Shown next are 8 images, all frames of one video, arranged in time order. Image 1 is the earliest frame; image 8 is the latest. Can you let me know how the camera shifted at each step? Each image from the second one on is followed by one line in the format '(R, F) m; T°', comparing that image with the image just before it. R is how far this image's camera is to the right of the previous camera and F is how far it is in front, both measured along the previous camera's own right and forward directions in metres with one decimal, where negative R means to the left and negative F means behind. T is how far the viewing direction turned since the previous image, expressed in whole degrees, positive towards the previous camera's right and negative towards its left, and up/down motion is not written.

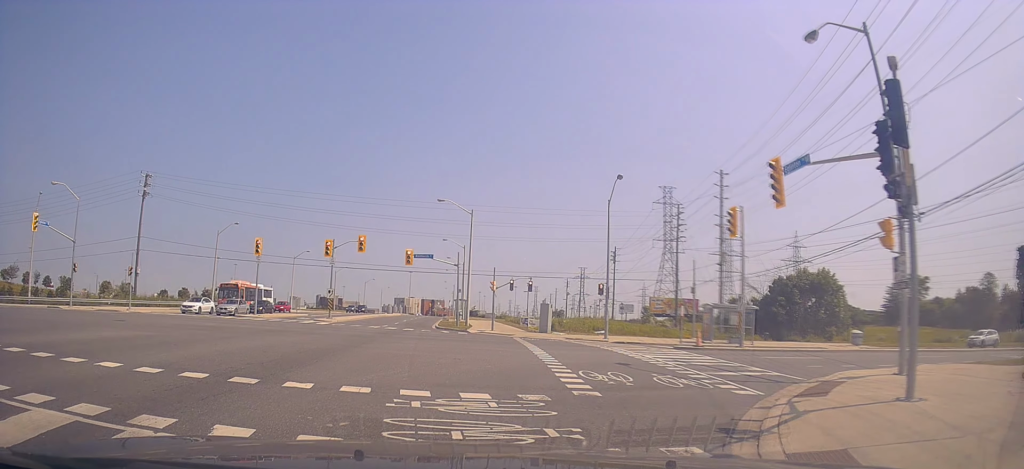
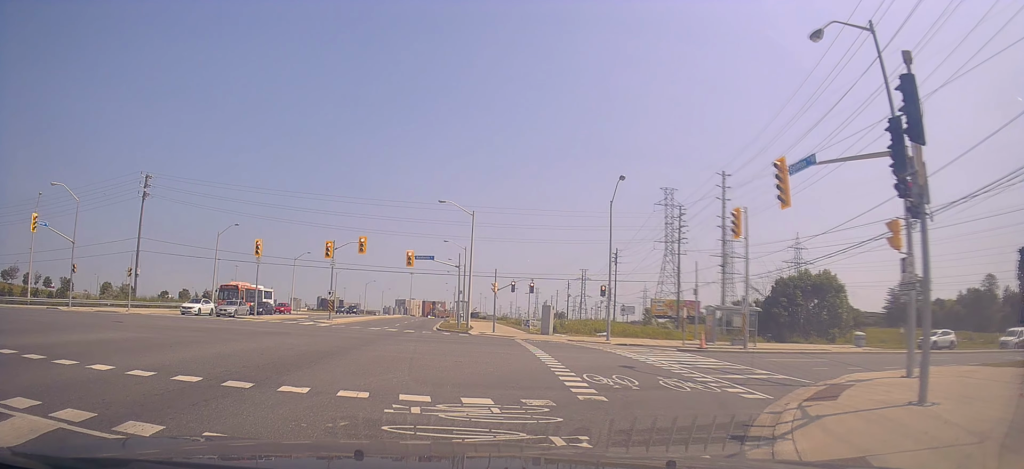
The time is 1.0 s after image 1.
(+0.1, +1.5) m; -1°
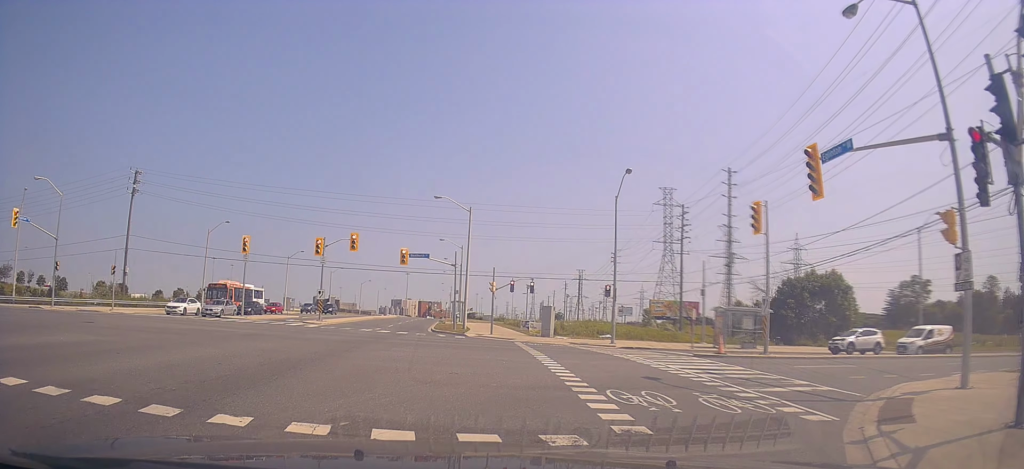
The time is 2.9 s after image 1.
(+0.3, +1.1) m; 0°
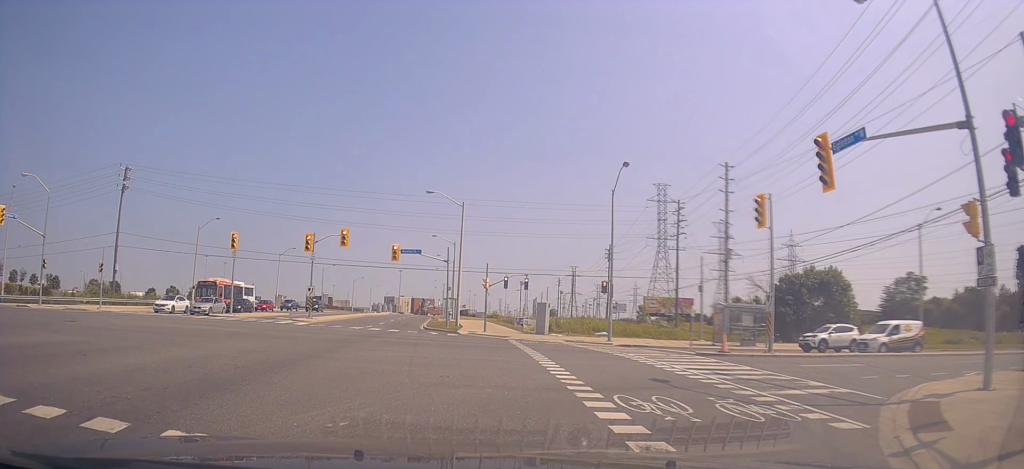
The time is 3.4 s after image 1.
(+0.1, +0.3) m; 0°
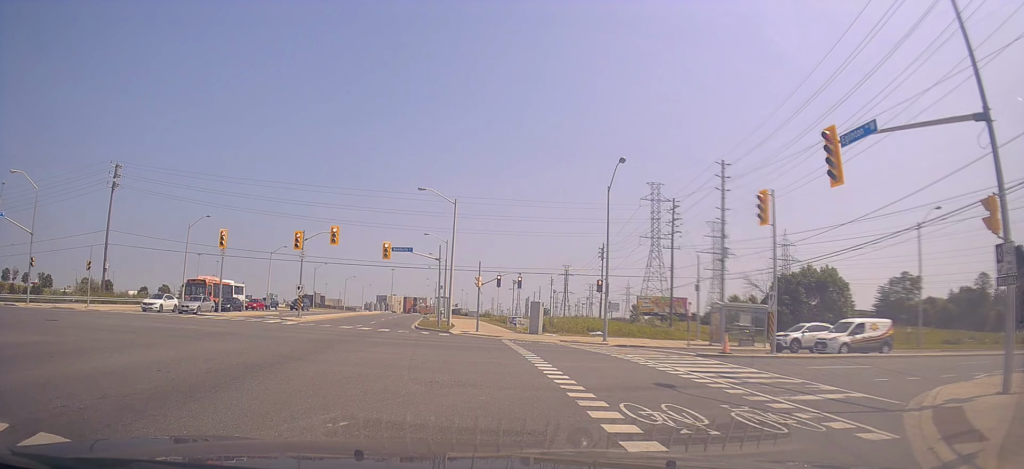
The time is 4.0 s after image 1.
(0.0, +0.3) m; 0°
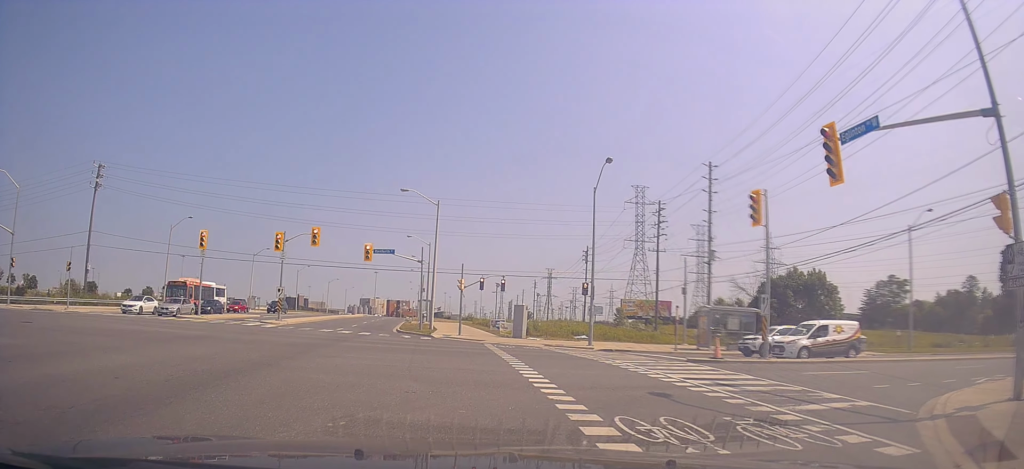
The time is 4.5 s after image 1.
(+0.1, +0.4) m; +2°
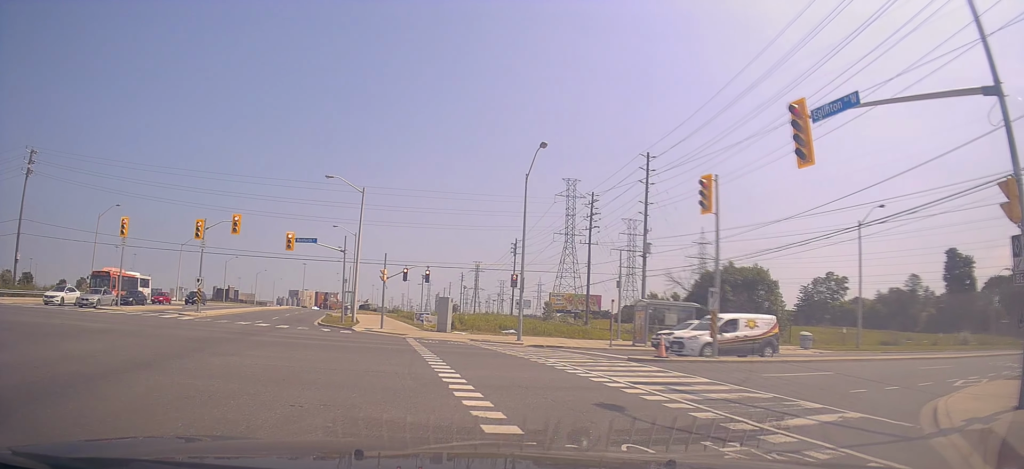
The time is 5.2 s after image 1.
(+0.2, +0.8) m; +6°
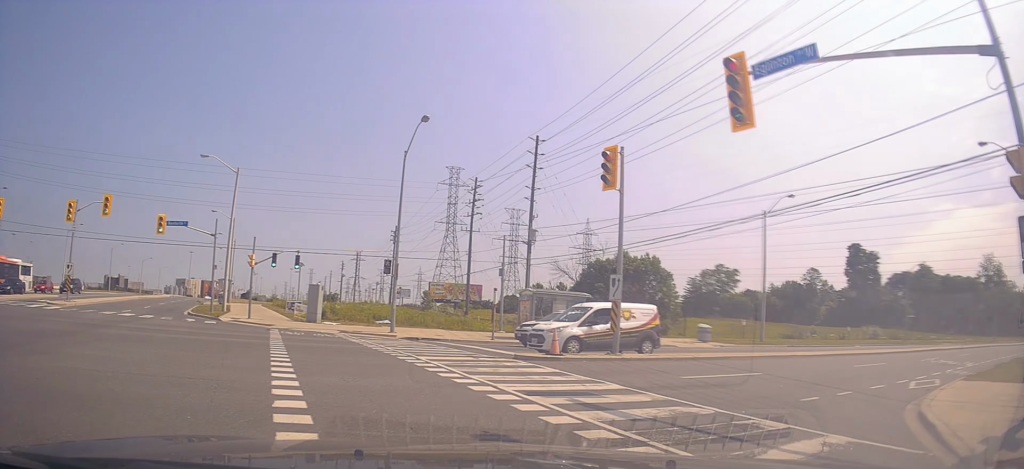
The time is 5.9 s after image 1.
(-0.1, +1.4) m; +12°
